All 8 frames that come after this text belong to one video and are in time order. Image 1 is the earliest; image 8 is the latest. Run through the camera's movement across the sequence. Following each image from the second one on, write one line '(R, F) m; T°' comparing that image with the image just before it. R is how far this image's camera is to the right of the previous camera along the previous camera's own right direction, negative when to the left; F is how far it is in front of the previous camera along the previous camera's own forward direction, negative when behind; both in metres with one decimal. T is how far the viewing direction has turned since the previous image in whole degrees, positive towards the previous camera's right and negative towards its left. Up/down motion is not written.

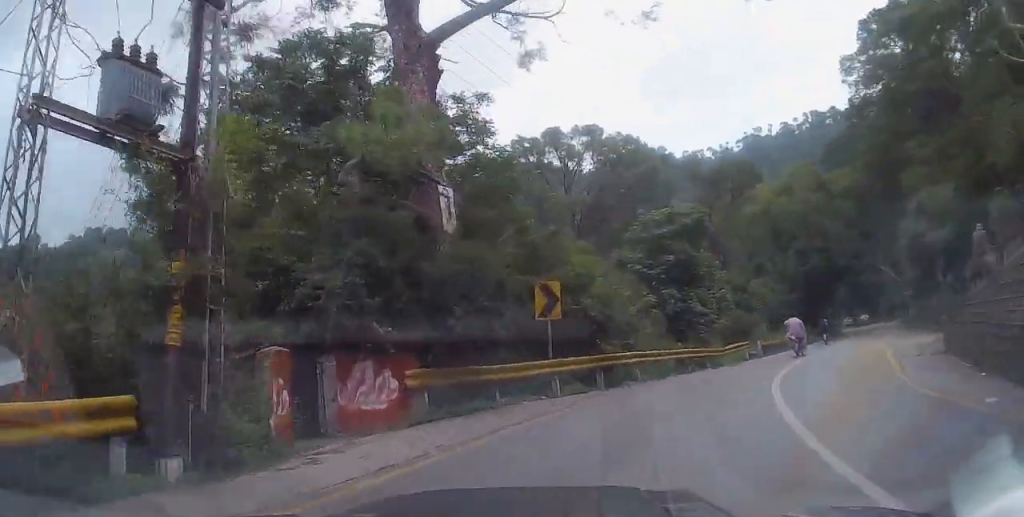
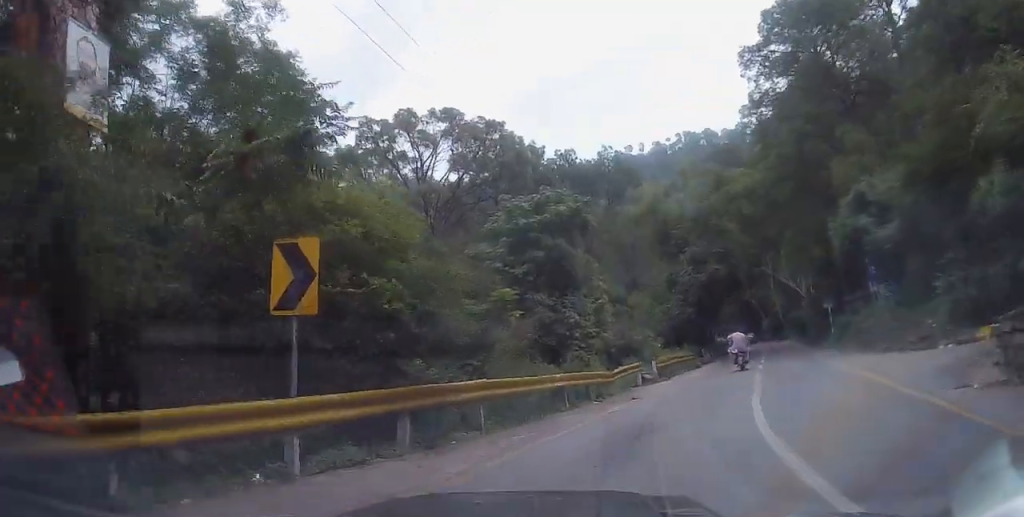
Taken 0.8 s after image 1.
(+0.7, +7.6) m; +9°
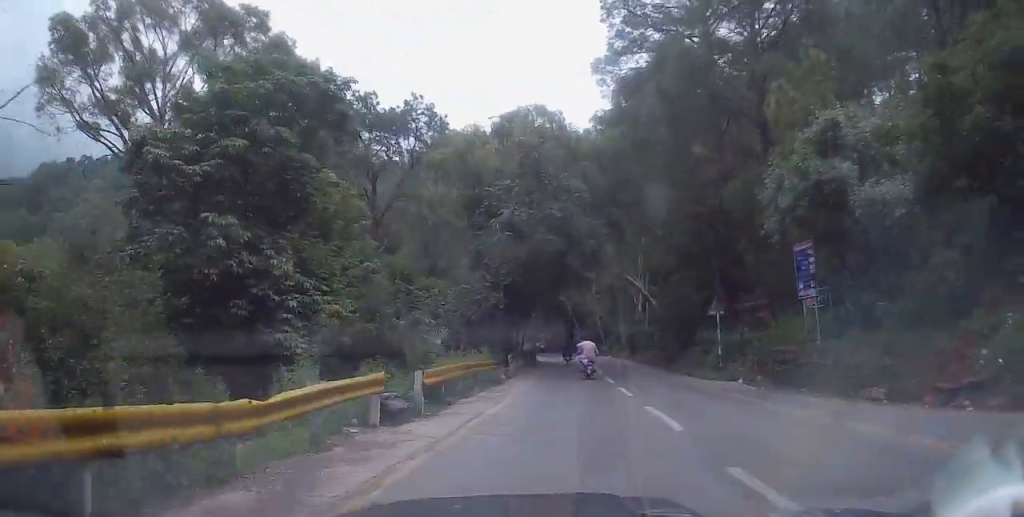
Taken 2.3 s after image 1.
(+1.7, +13.2) m; +14°
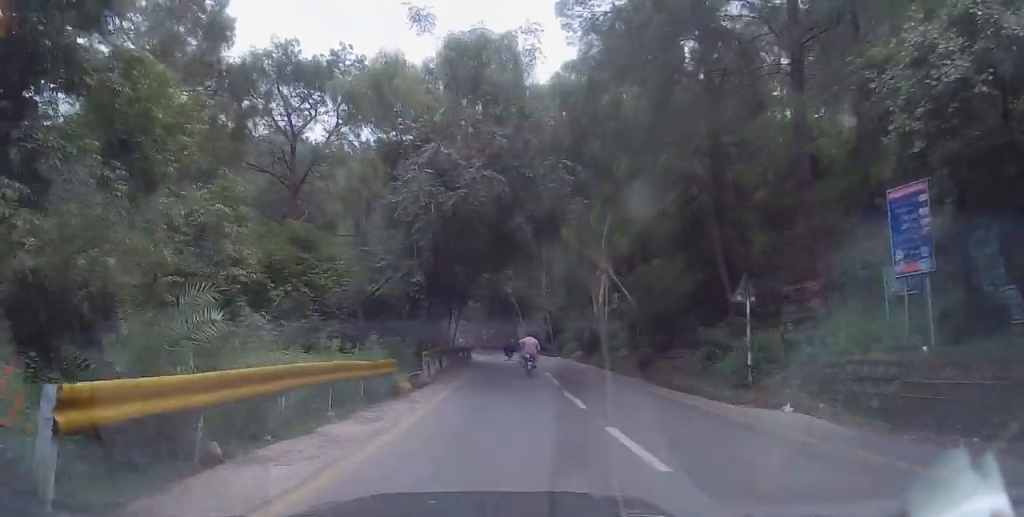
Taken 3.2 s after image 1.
(+0.6, +8.9) m; +5°
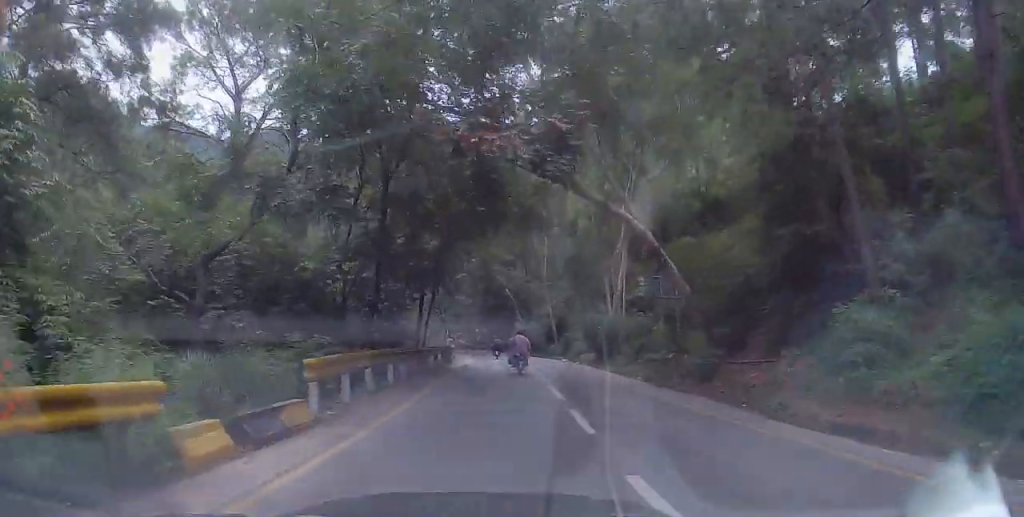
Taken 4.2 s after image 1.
(+0.2, +10.1) m; +1°
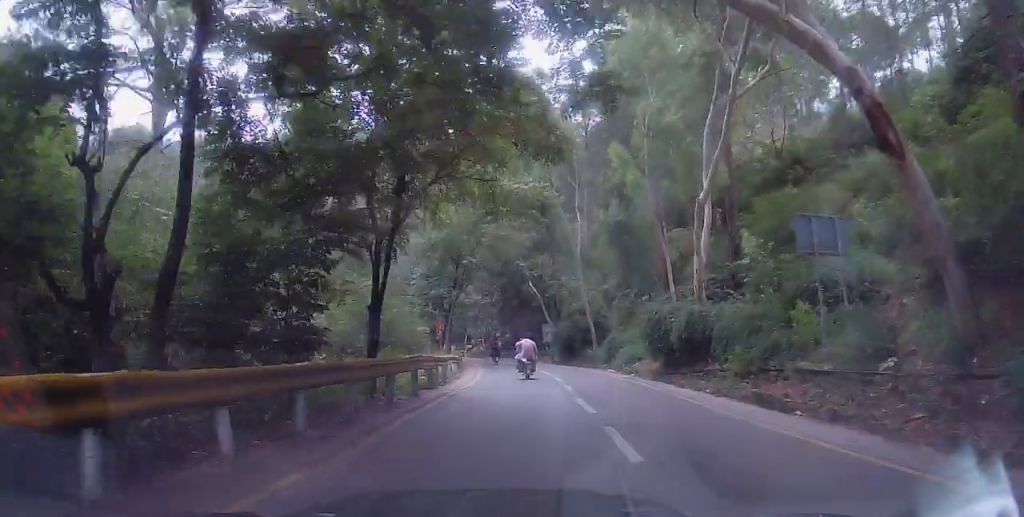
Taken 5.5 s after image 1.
(0.0, +12.2) m; -2°
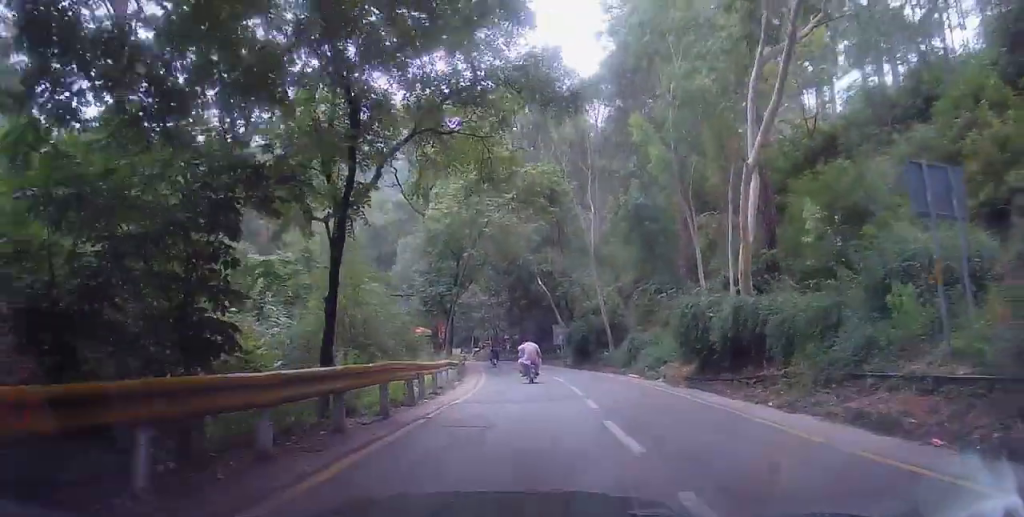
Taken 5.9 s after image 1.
(-0.1, +4.0) m; -1°
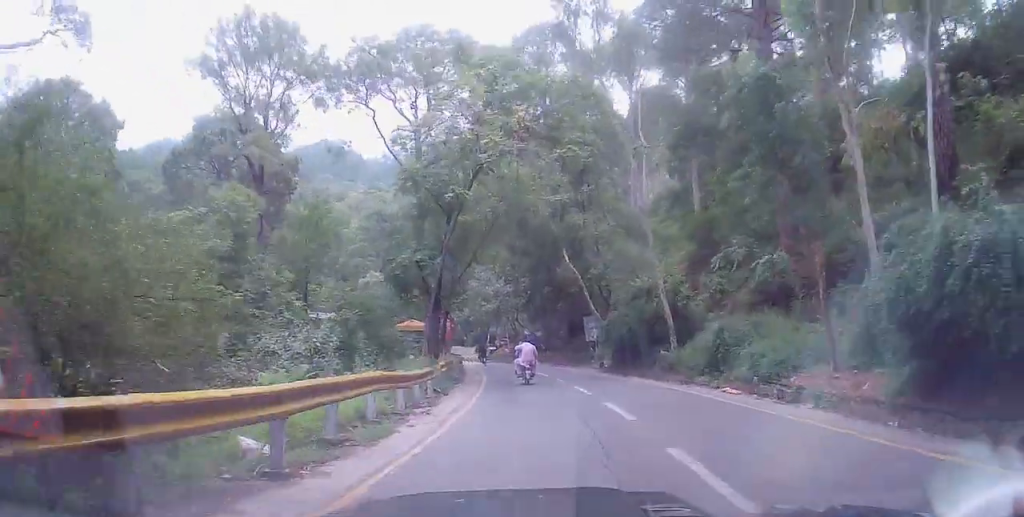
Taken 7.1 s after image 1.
(-0.3, +12.3) m; -1°
